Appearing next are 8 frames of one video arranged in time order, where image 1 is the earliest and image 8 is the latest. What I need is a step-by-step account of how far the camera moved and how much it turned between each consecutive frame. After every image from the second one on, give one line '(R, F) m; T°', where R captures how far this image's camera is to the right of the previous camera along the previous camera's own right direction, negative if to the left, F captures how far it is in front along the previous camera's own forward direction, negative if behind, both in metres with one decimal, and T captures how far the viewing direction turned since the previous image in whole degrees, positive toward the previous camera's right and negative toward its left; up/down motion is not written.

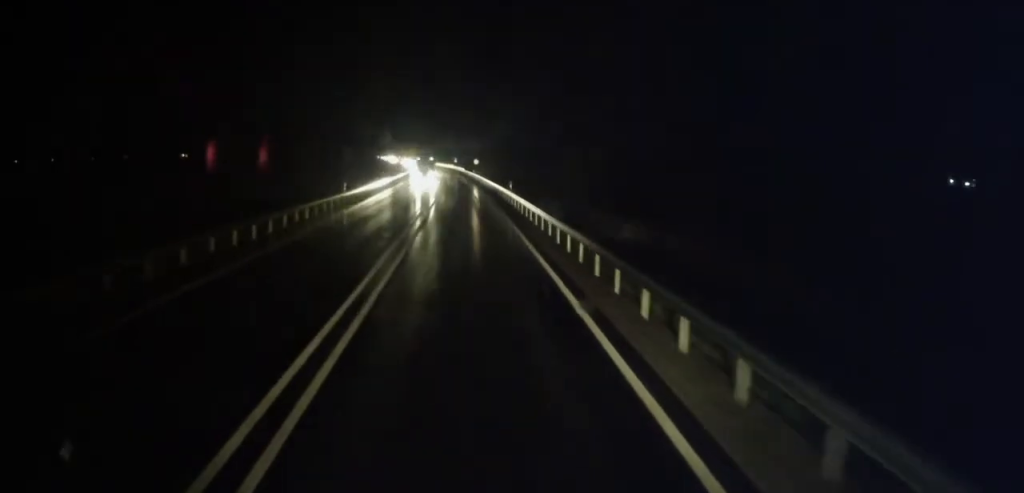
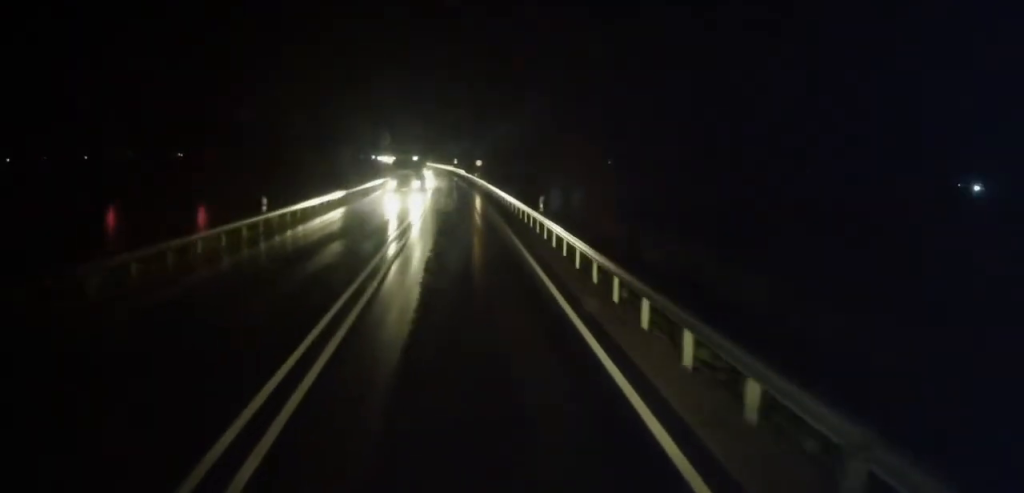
(0.0, +16.5) m; 0°
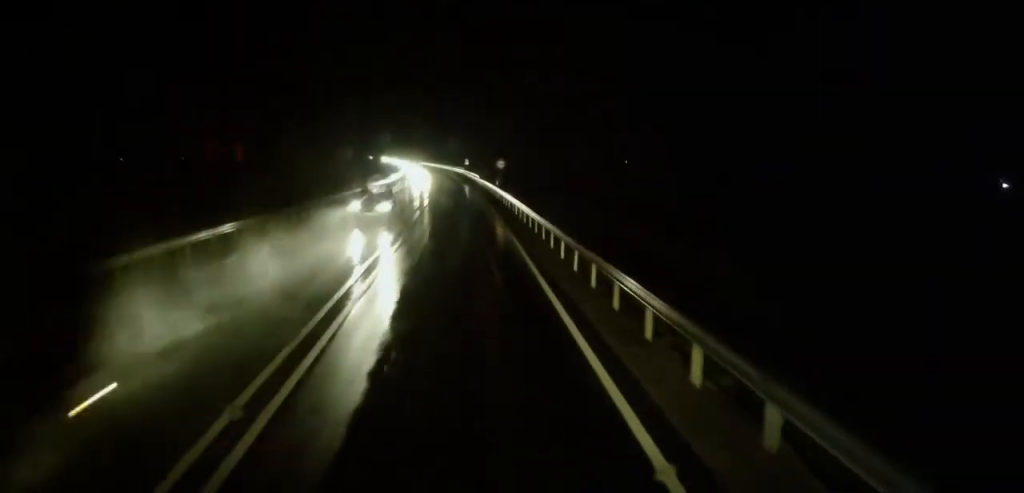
(-0.5, +28.8) m; -2°
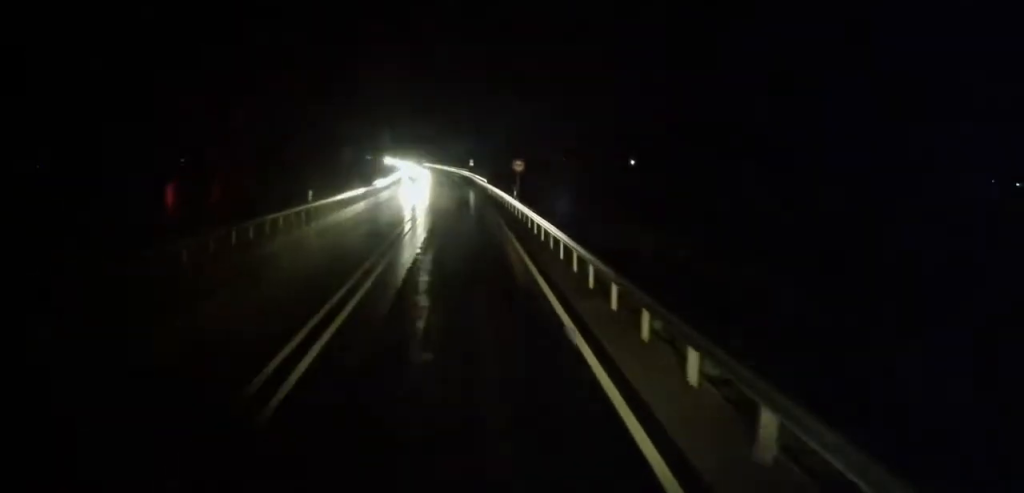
(-0.1, +14.1) m; 0°
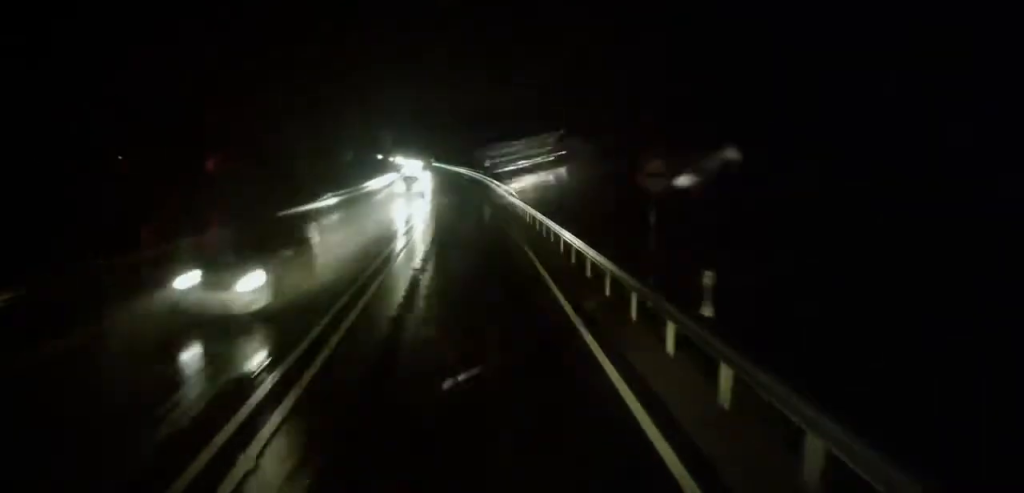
(-0.1, +24.6) m; -2°
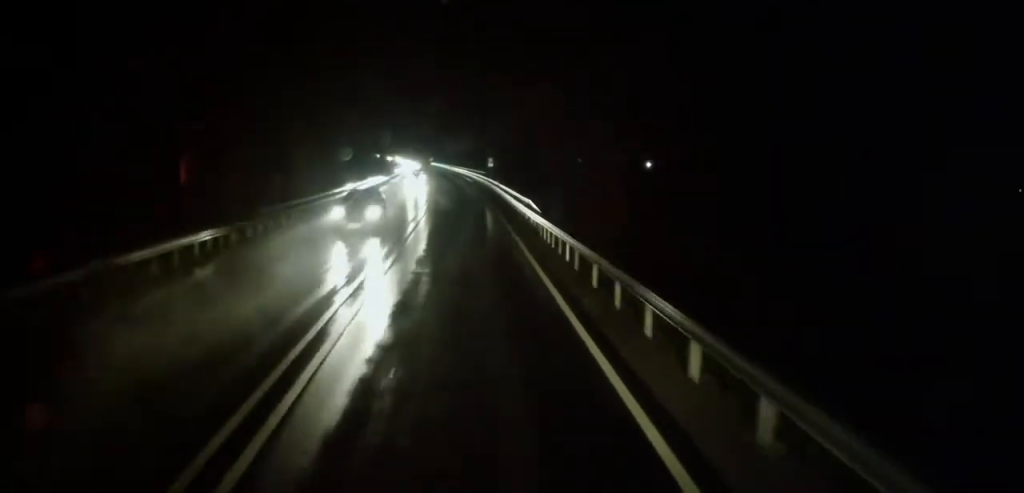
(-0.1, +11.1) m; -1°
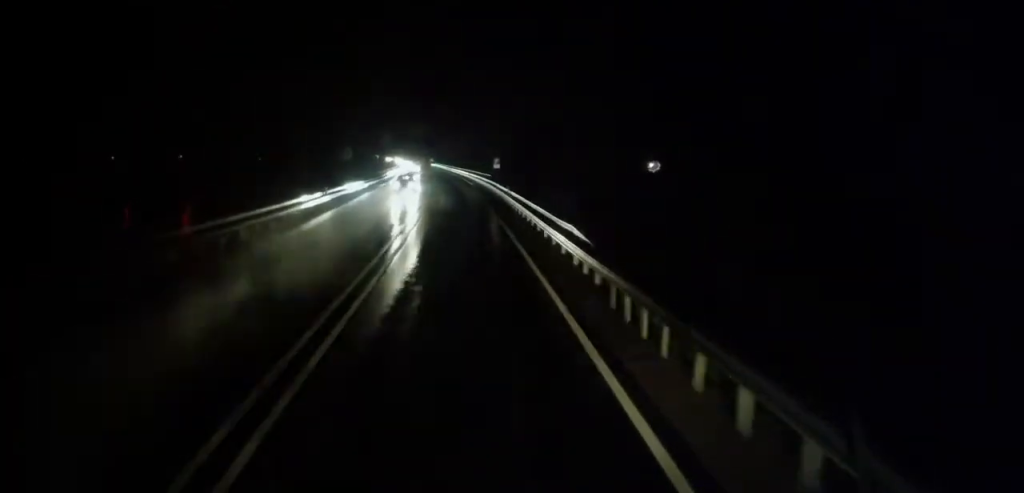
(+0.1, +11.1) m; -1°
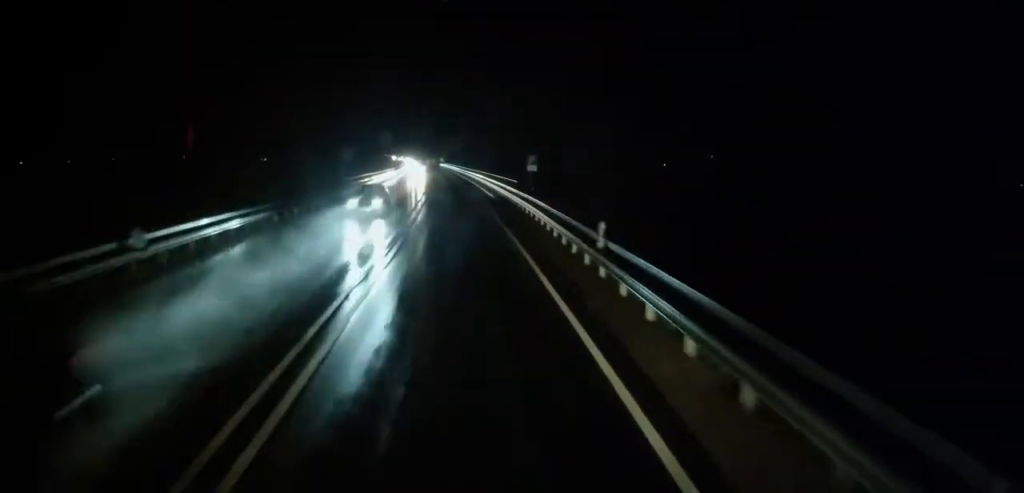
(-0.3, +23.9) m; 0°
